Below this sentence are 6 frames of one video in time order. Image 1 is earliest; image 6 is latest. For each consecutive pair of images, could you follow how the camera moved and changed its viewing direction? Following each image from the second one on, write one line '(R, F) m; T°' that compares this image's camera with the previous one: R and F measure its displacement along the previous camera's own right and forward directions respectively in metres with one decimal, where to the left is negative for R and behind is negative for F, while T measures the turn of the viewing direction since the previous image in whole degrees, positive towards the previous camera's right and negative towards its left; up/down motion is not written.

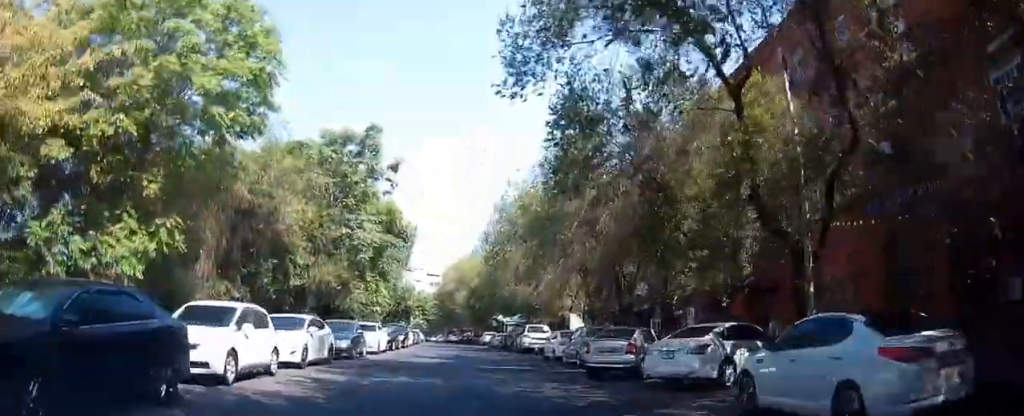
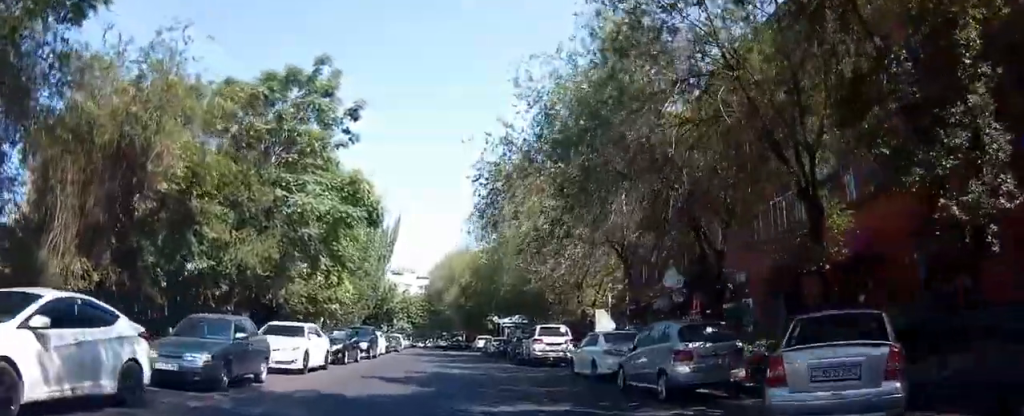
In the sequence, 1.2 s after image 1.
(-0.3, +11.0) m; -2°
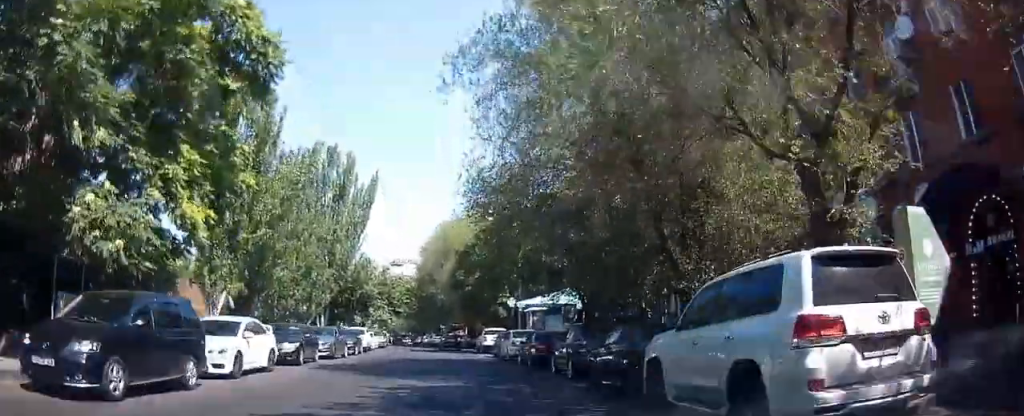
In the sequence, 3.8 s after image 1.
(0.0, +22.9) m; 0°
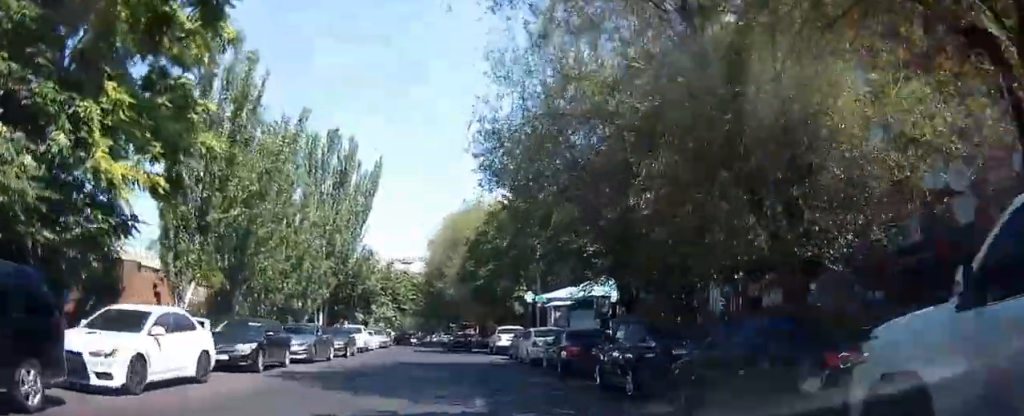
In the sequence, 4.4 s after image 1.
(0.0, +5.3) m; 0°
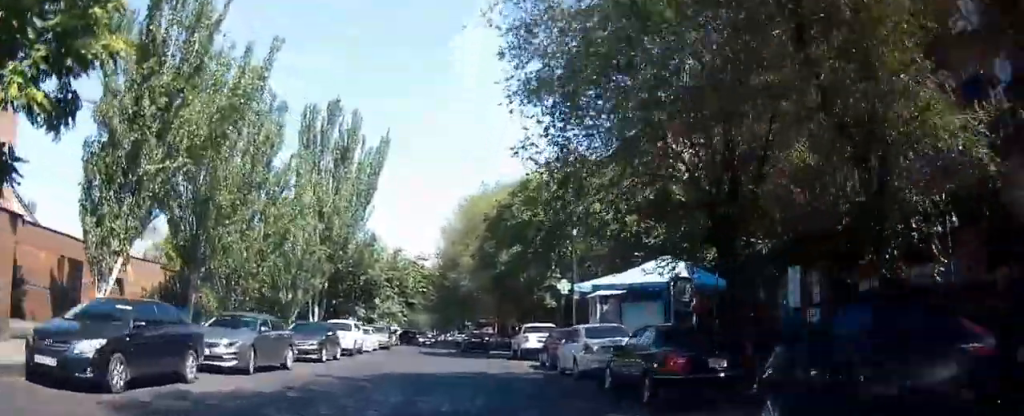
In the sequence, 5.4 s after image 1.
(0.0, +7.9) m; -1°
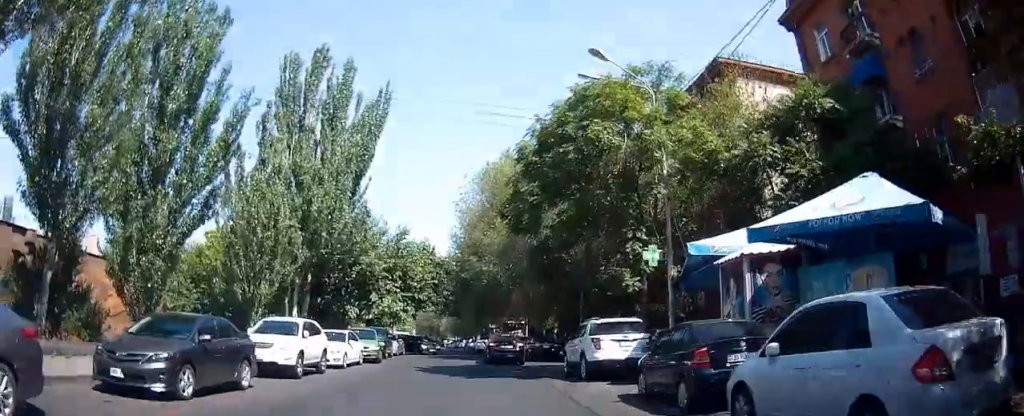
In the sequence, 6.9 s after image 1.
(-0.4, +12.1) m; -6°
